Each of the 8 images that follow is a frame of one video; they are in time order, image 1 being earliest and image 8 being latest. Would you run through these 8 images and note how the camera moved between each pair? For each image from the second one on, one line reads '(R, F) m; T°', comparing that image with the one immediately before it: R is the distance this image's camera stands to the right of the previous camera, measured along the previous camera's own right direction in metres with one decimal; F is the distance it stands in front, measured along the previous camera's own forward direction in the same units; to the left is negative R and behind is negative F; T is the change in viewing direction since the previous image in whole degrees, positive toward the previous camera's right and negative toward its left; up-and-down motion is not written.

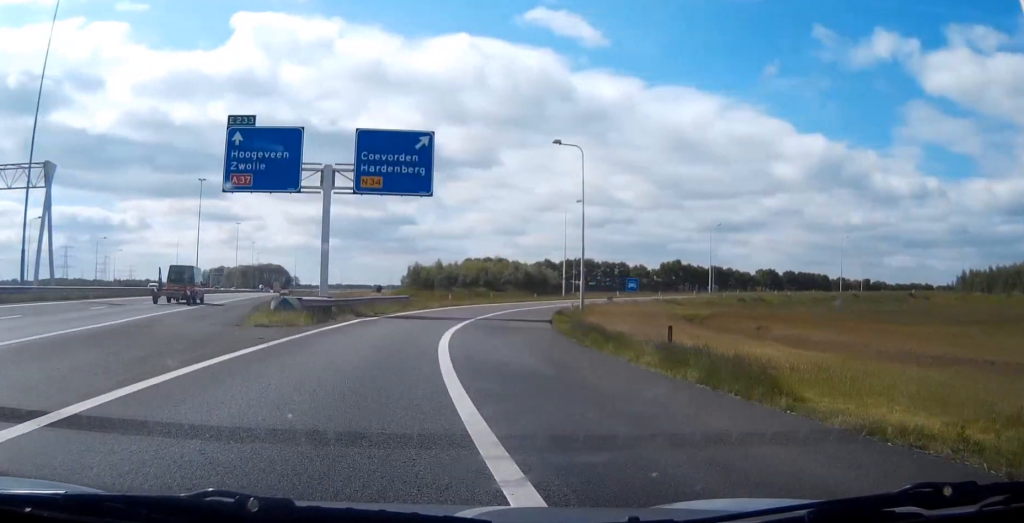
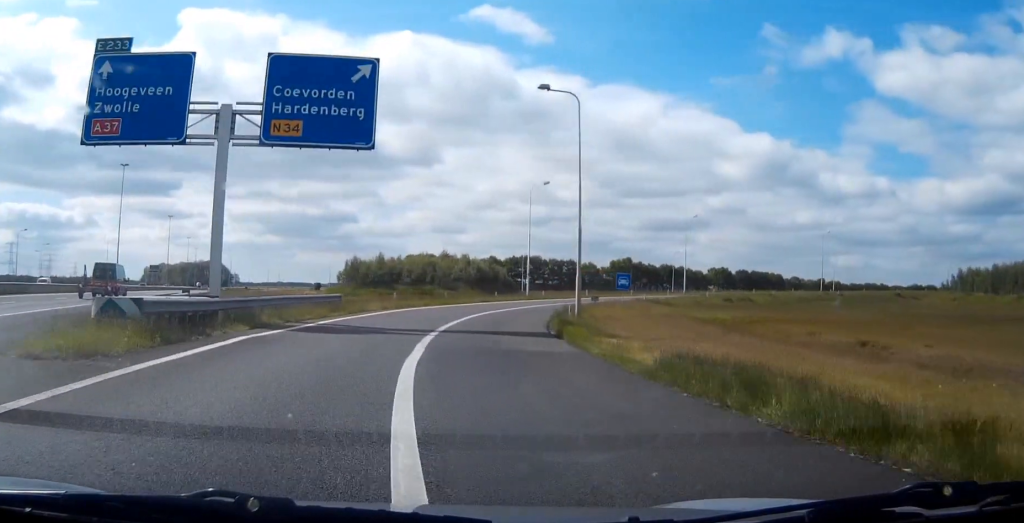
(0.0, +12.1) m; 0°
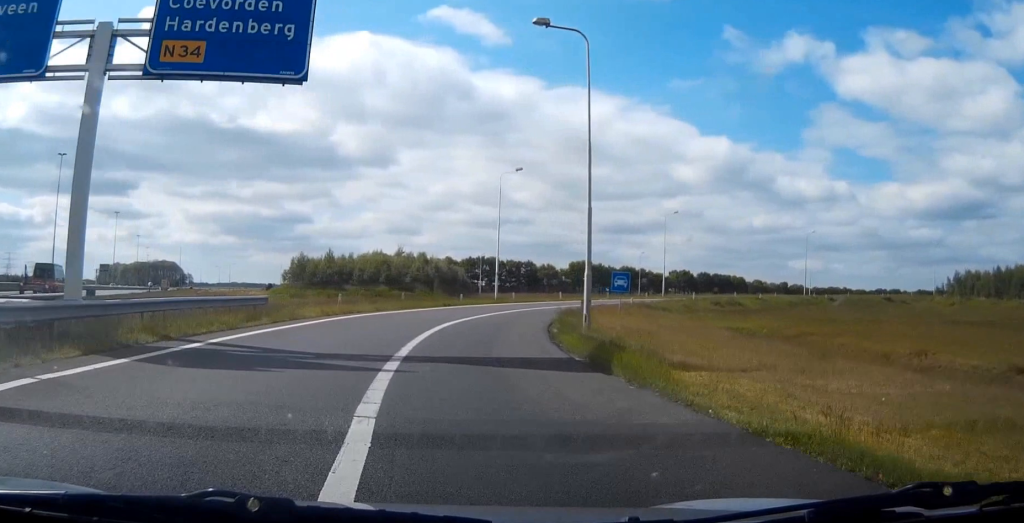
(0.0, +8.7) m; 0°
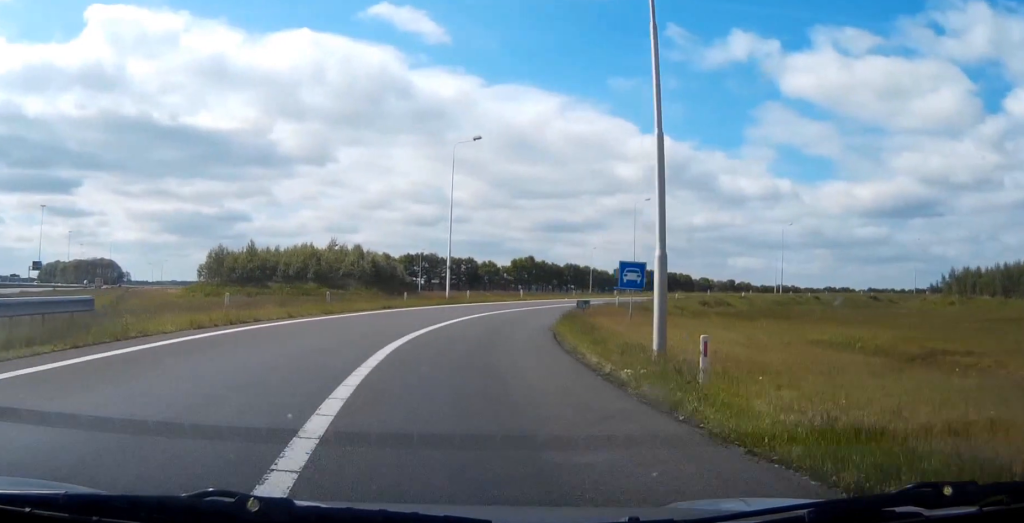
(0.0, +11.3) m; +4°
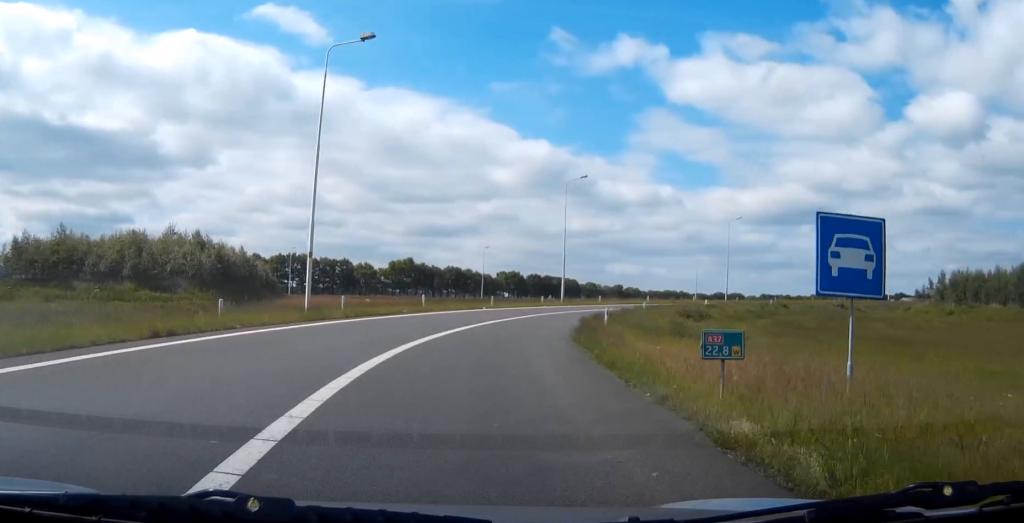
(+1.2, +19.3) m; +14°
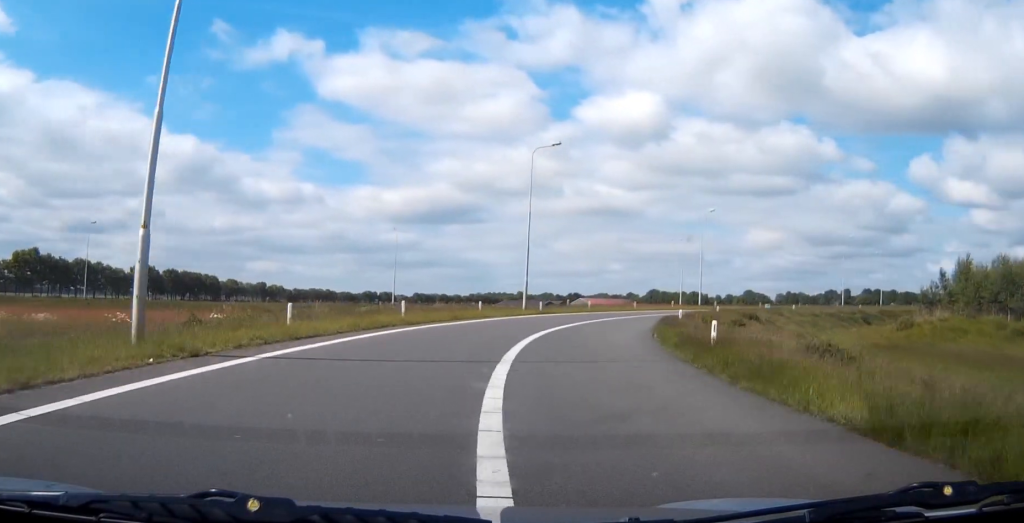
(+15.4, +44.3) m; +35°
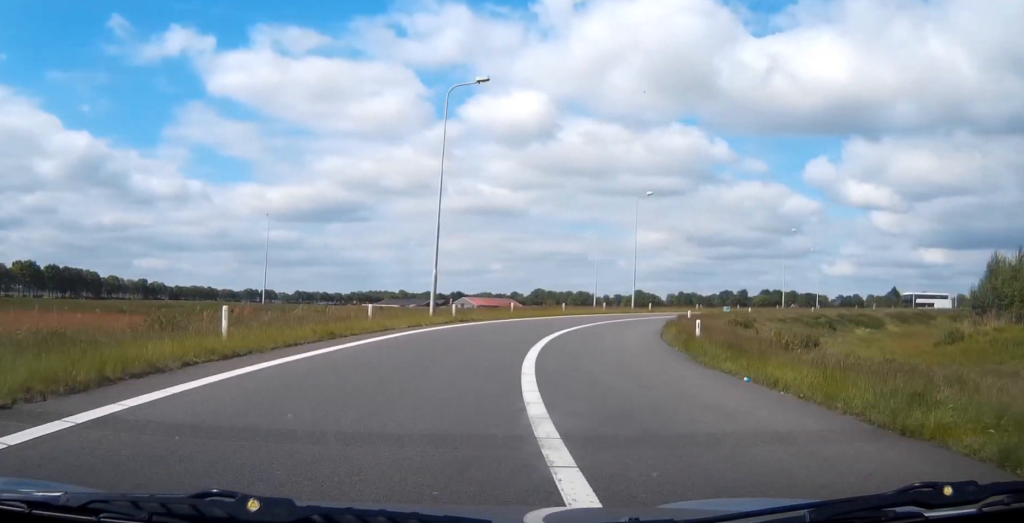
(+1.2, +13.9) m; +9°
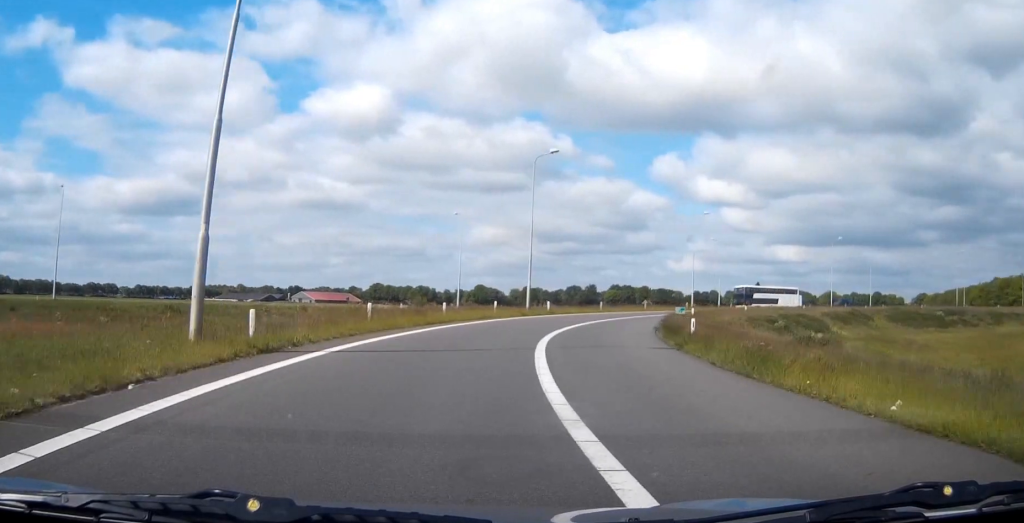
(+1.8, +18.2) m; +12°
